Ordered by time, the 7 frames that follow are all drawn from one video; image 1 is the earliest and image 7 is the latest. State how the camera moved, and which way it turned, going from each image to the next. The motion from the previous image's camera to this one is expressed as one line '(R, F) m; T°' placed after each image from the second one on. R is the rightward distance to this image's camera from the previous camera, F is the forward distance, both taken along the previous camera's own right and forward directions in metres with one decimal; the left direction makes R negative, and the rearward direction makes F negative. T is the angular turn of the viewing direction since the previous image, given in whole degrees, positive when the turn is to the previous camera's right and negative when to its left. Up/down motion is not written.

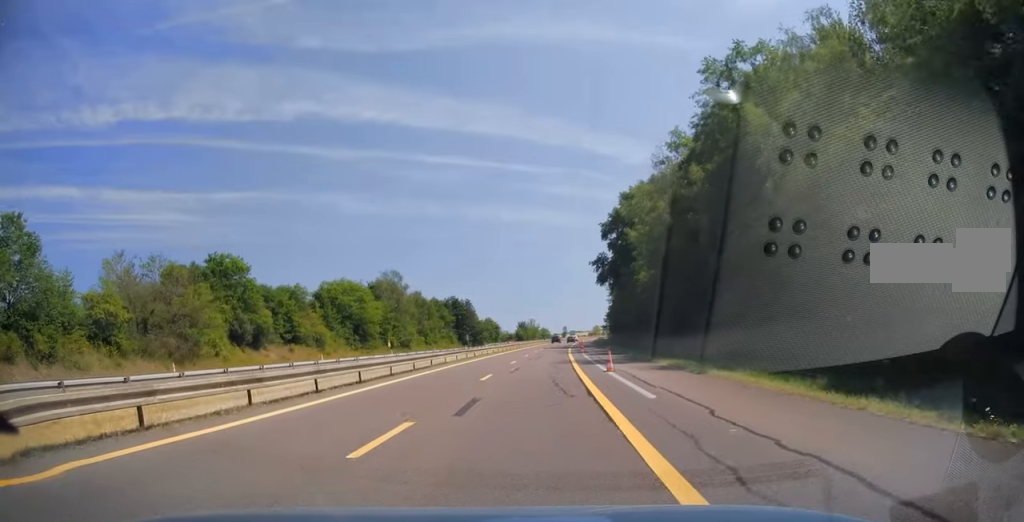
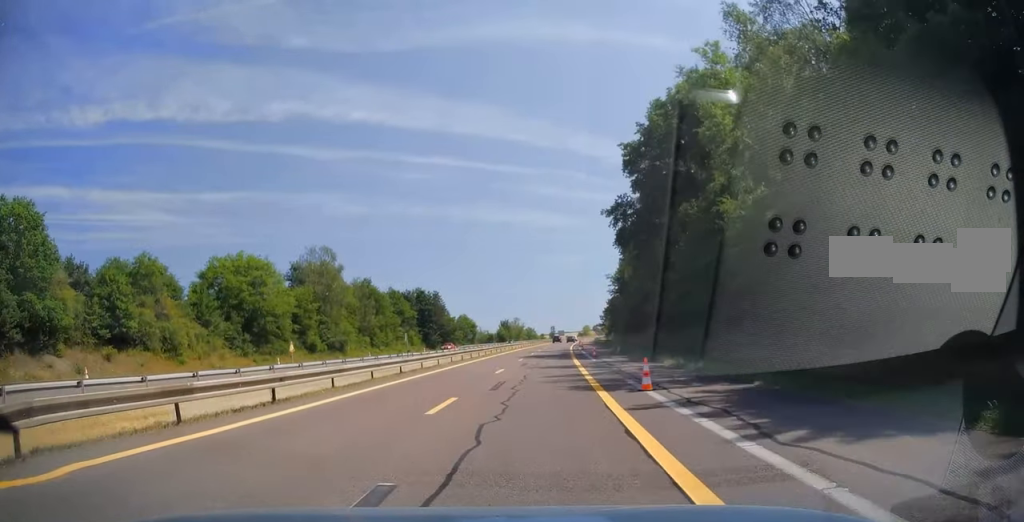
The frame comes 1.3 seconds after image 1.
(+0.4, +34.8) m; +1°
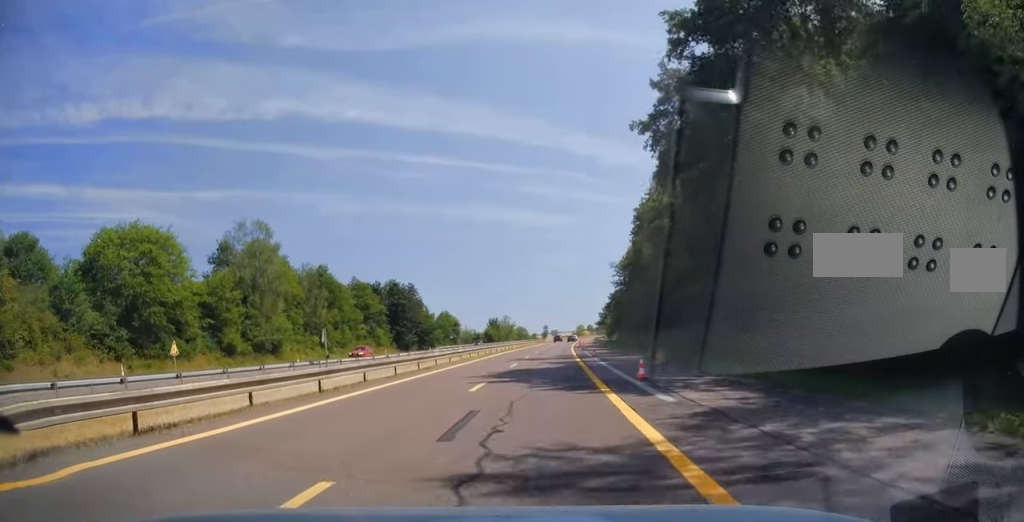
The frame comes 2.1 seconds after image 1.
(+0.2, +21.2) m; +1°
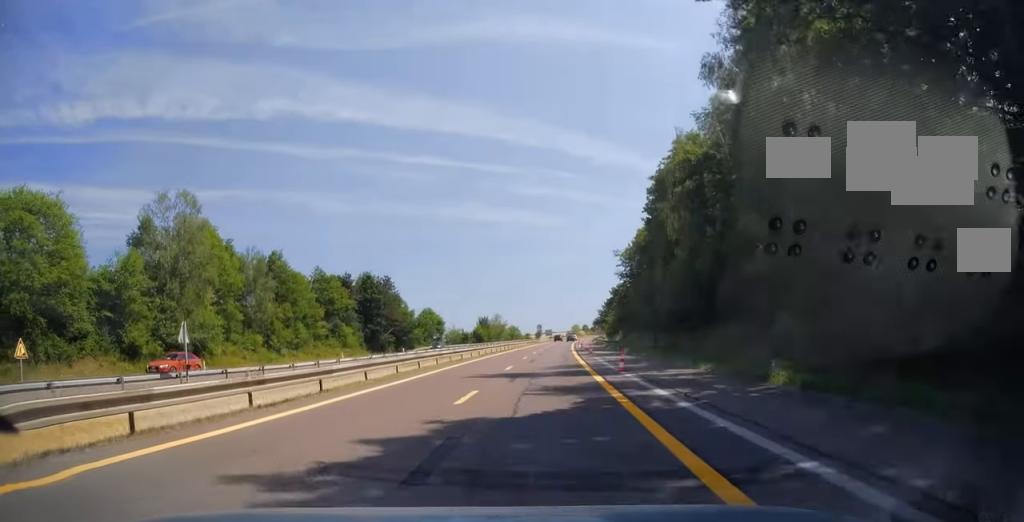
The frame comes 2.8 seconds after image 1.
(+0.2, +16.0) m; +1°
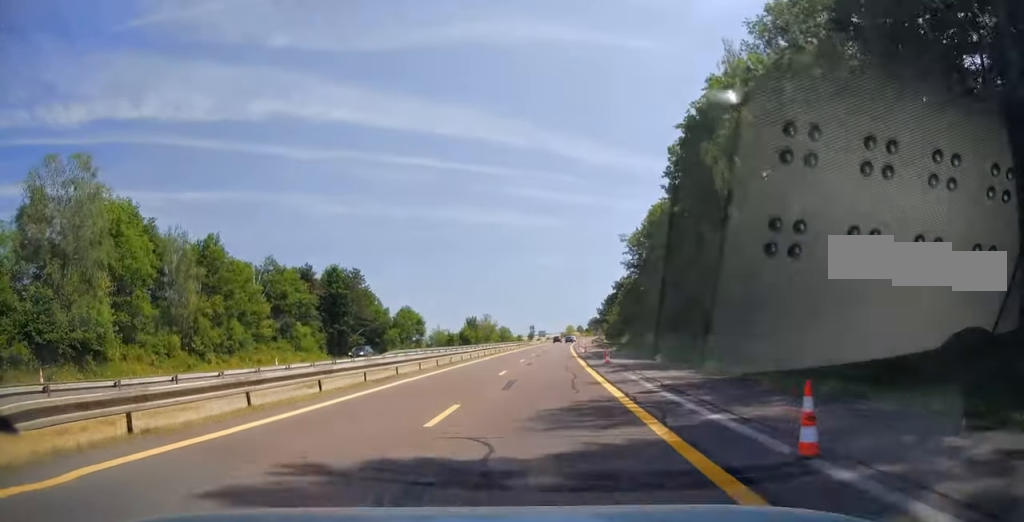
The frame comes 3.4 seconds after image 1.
(0.0, +16.0) m; +1°
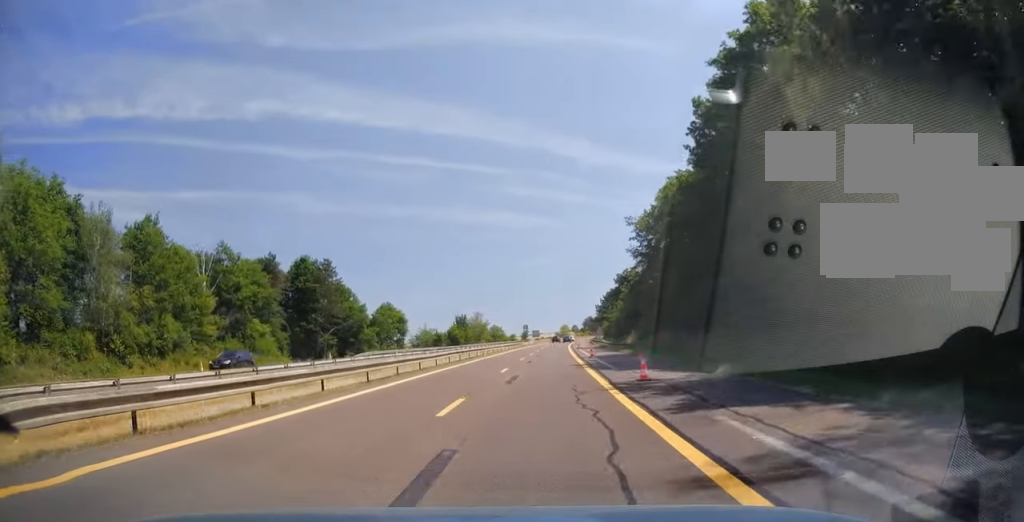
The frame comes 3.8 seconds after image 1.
(0.0, +11.7) m; +1°
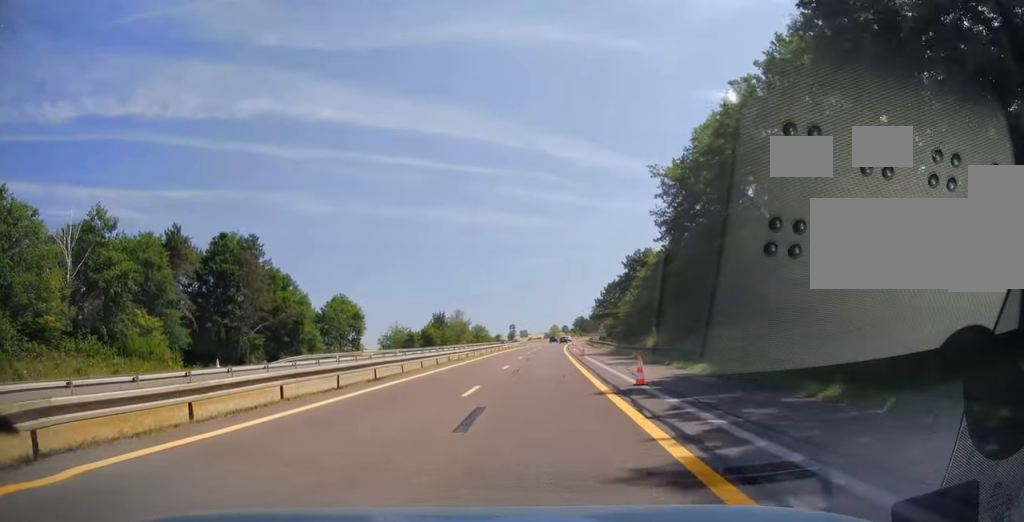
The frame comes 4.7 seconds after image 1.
(+0.3, +22.2) m; +2°
